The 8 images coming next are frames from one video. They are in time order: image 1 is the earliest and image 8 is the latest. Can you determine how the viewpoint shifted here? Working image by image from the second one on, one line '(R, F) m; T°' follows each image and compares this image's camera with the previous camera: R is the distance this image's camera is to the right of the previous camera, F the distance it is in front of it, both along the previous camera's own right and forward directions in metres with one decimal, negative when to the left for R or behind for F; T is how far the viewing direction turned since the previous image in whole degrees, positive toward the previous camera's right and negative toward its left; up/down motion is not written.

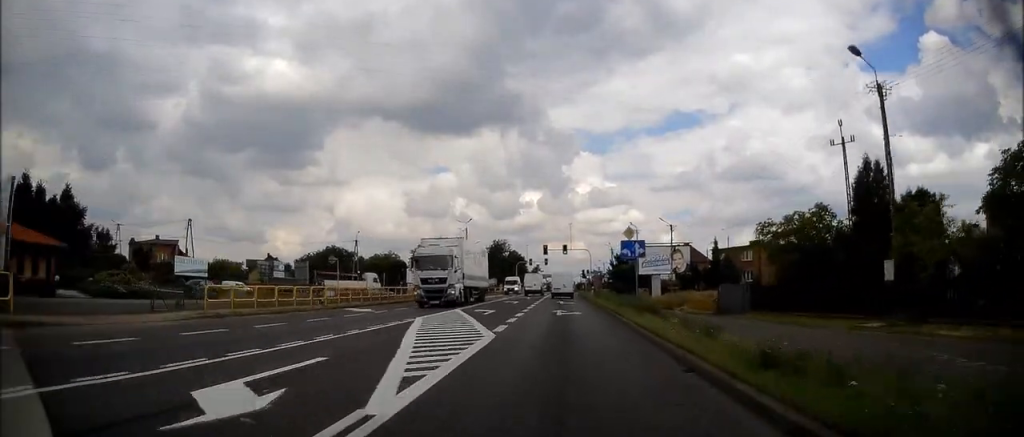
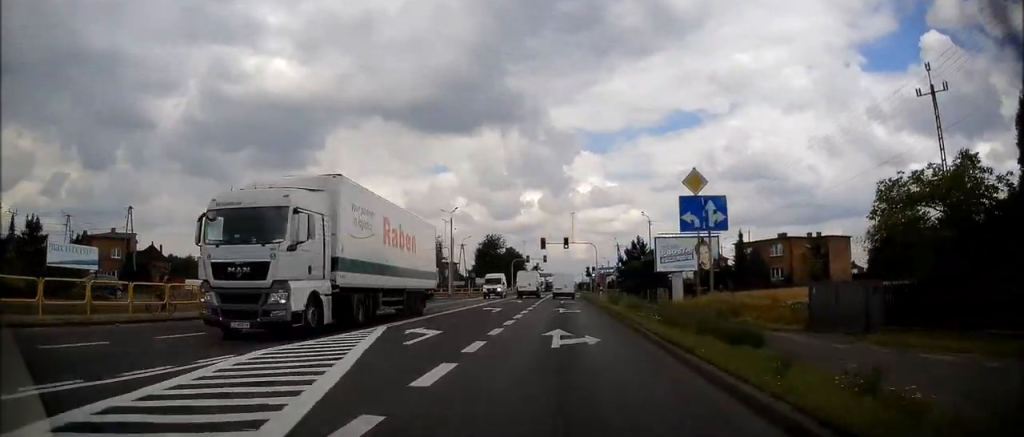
(0.0, +12.5) m; 0°
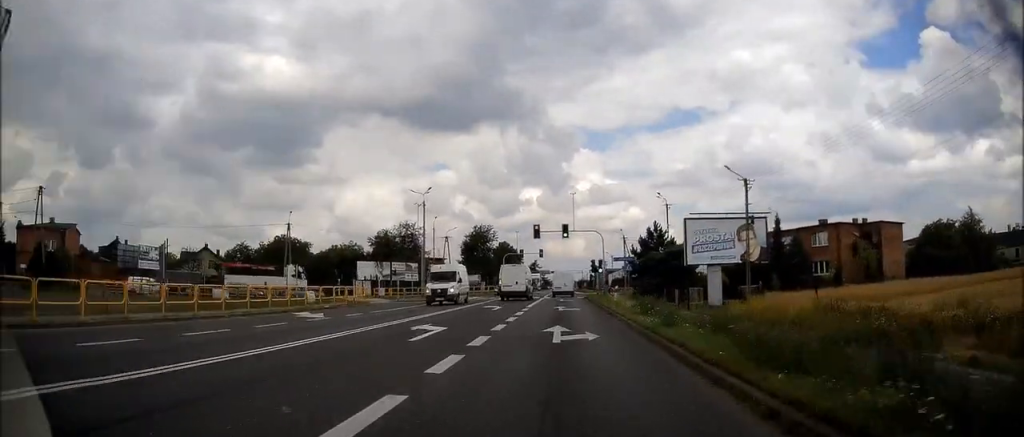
(+0.1, +14.2) m; 0°
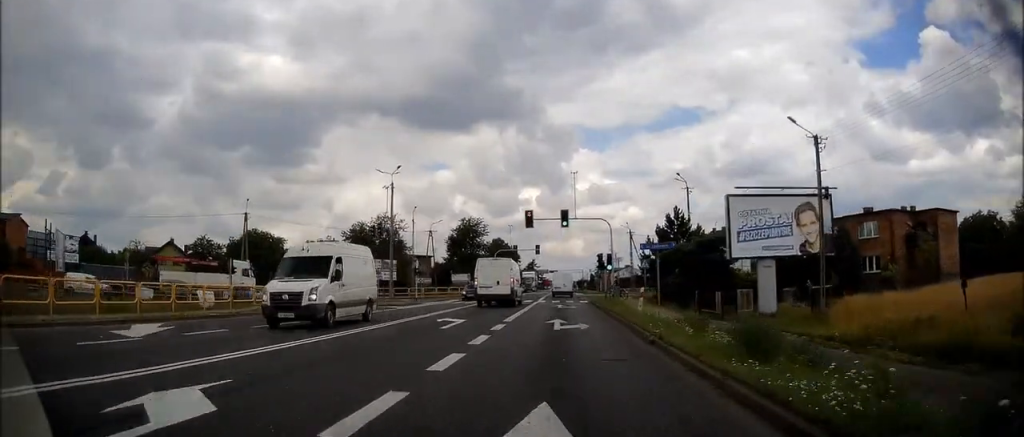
(-0.1, +11.1) m; 0°
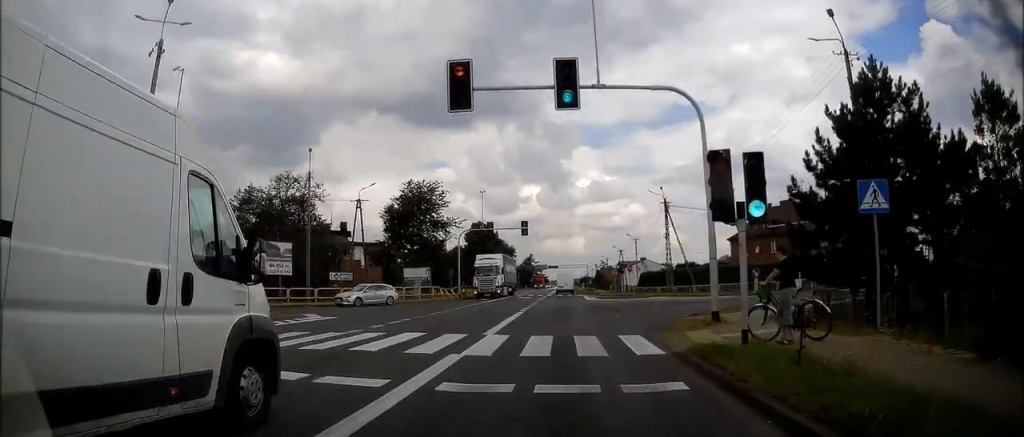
(-0.2, +31.5) m; +1°
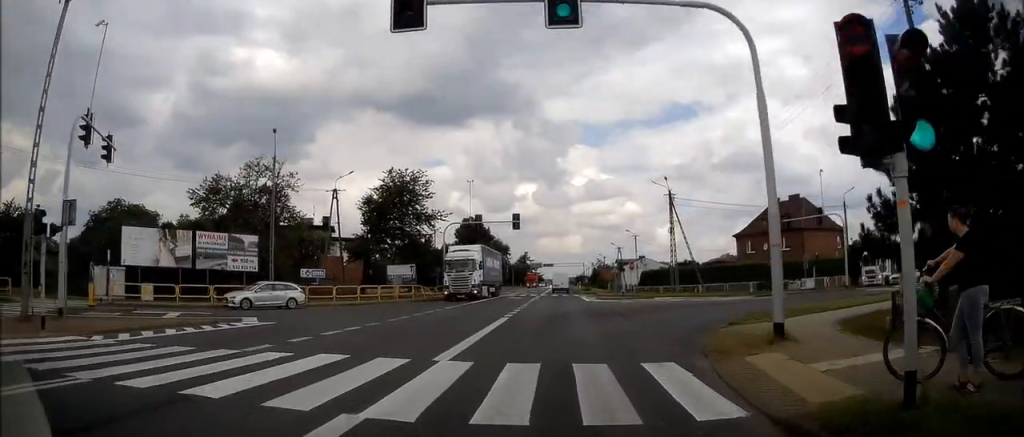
(+0.1, +5.2) m; +2°
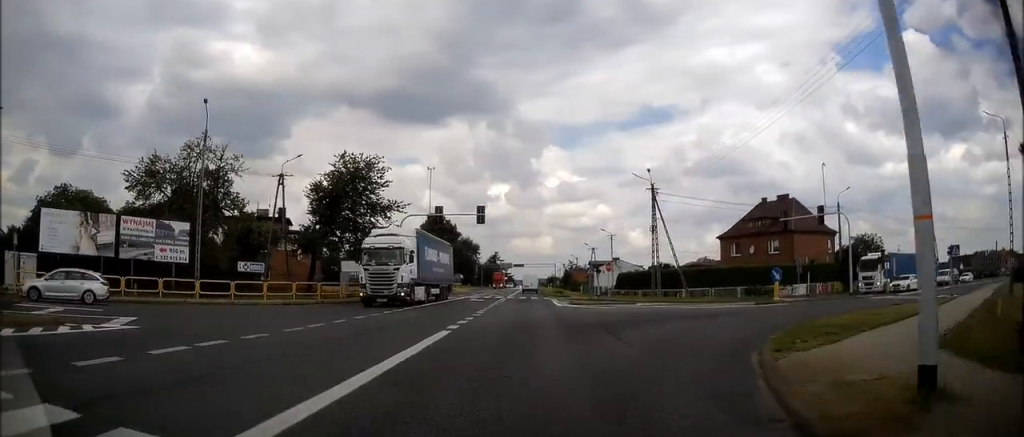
(0.0, +6.1) m; +3°
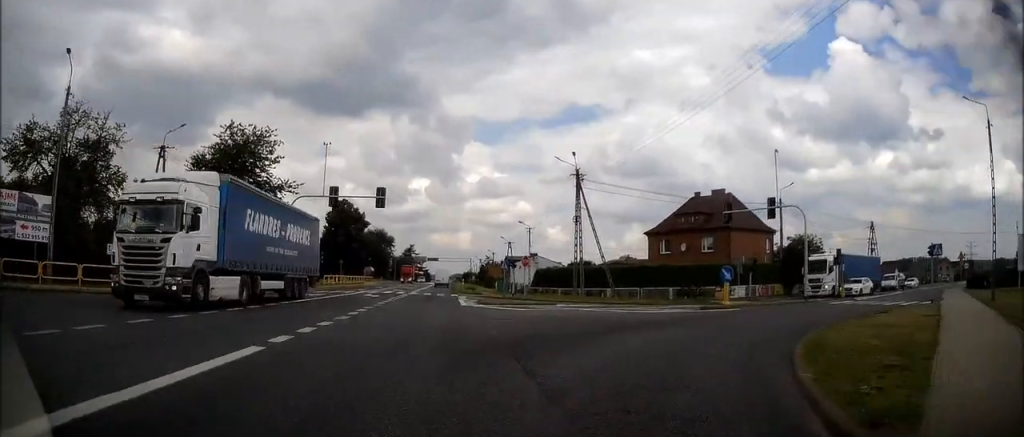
(+0.3, +6.3) m; +8°
